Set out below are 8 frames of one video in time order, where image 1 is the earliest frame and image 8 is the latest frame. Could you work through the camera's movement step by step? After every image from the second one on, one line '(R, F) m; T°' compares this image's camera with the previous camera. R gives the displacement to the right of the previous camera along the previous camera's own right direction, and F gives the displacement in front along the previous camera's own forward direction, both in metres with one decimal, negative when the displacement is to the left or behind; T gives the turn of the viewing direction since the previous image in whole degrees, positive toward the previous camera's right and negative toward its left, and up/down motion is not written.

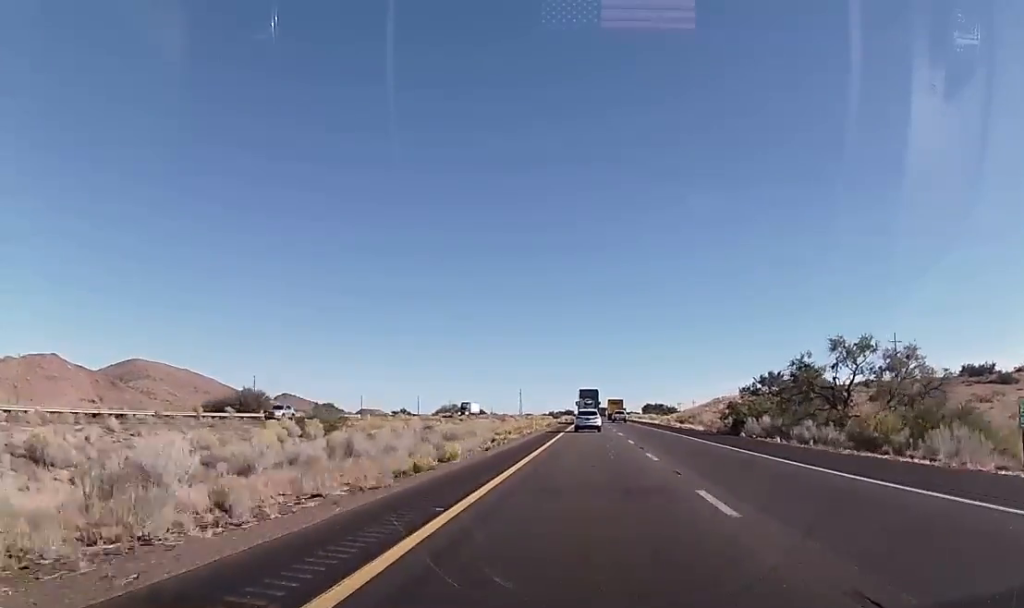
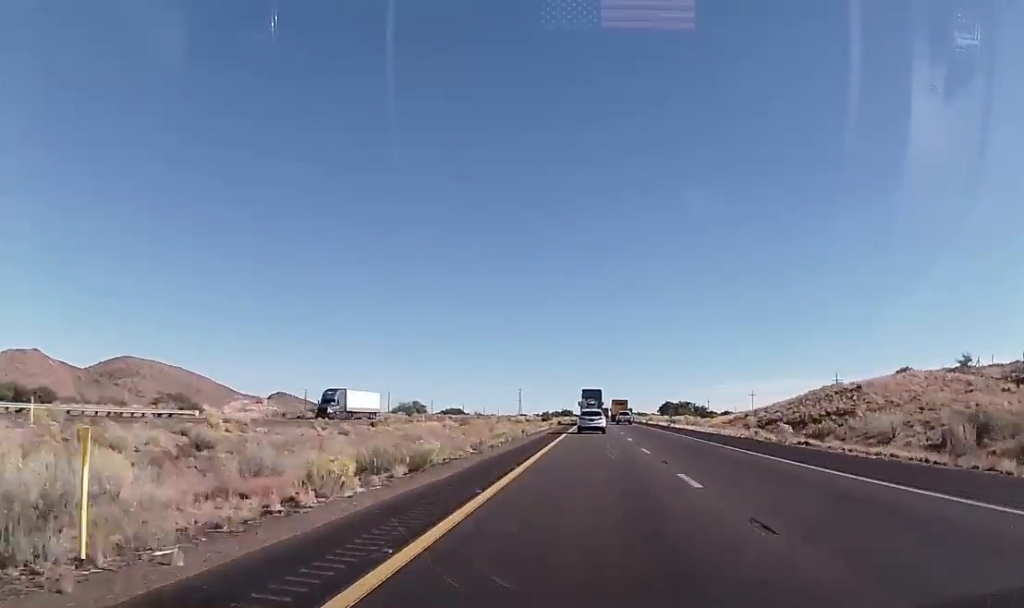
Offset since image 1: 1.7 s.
(-0.2, +57.7) m; 0°
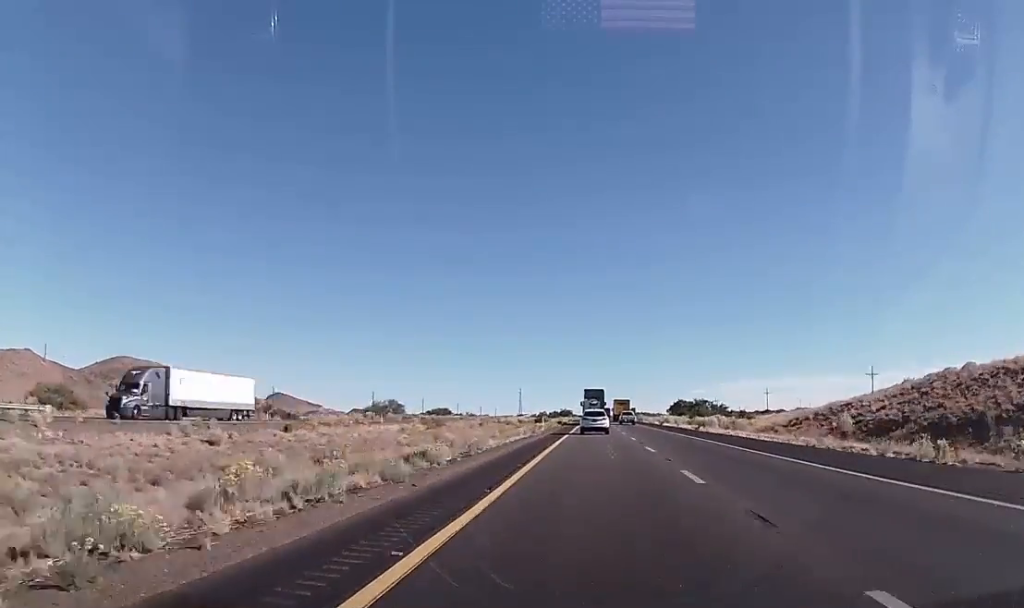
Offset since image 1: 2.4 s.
(+0.1, +24.2) m; 0°
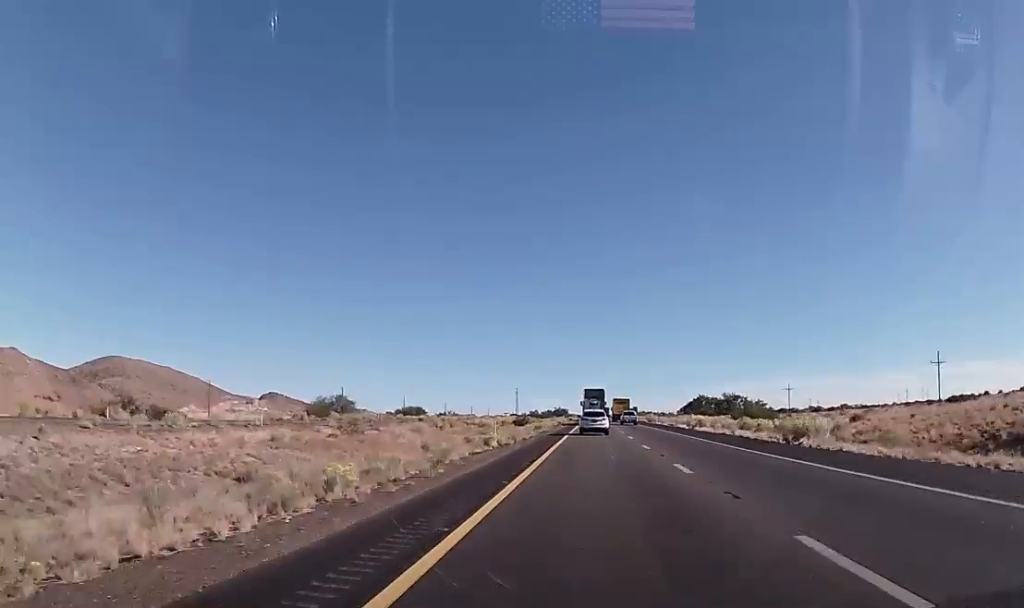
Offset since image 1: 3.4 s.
(-0.2, +34.4) m; -1°
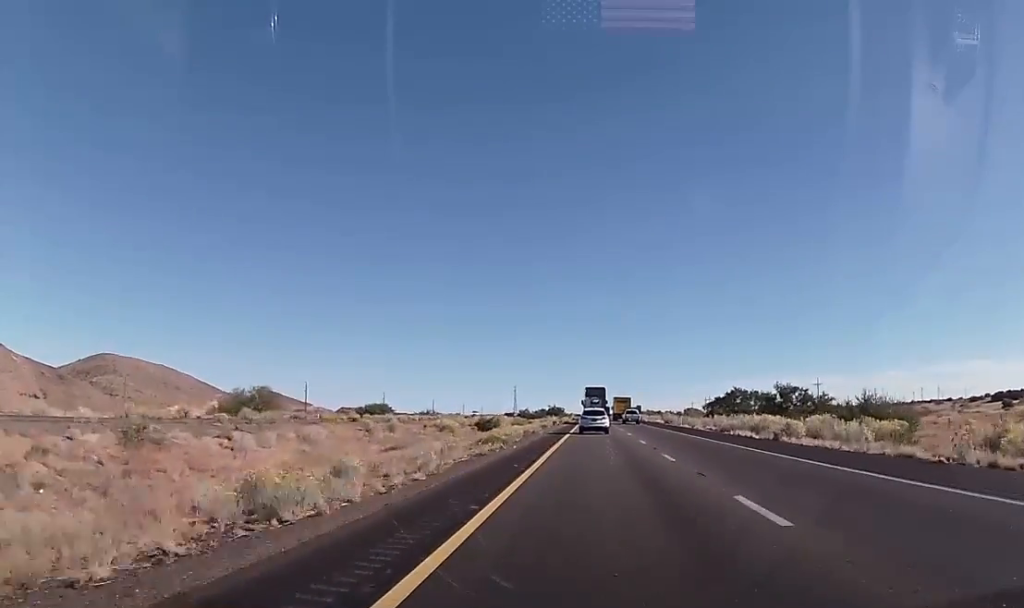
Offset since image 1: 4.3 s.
(-0.2, +33.1) m; +1°
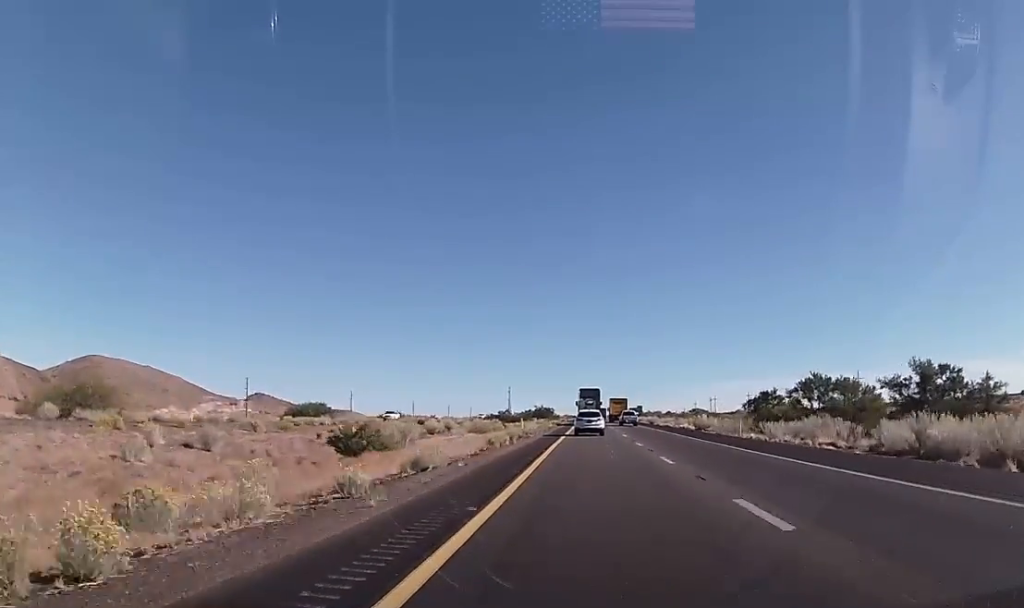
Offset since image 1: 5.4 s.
(+0.6, +37.7) m; 0°
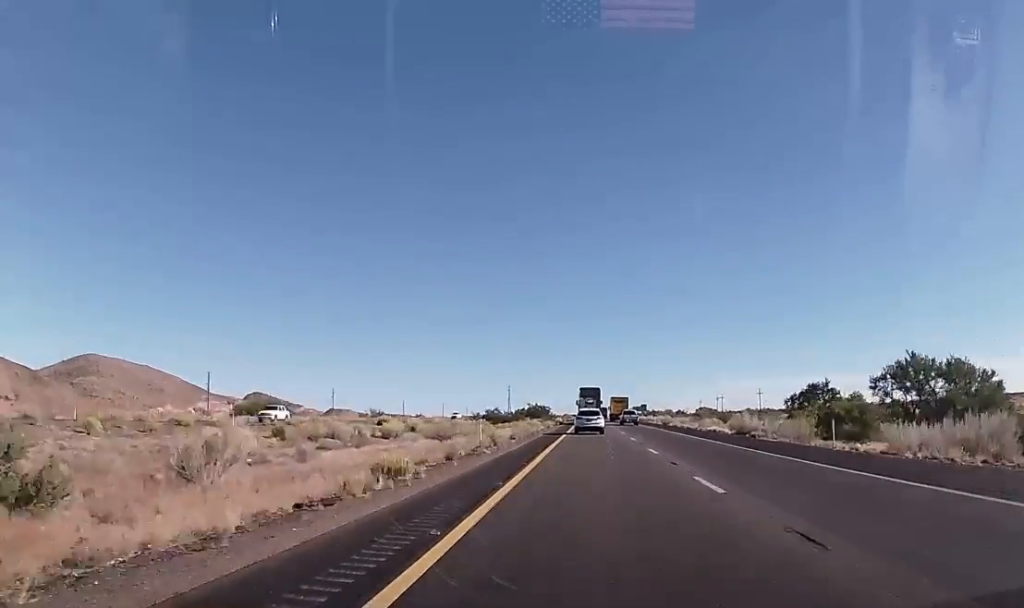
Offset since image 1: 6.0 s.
(-0.2, +20.5) m; -1°
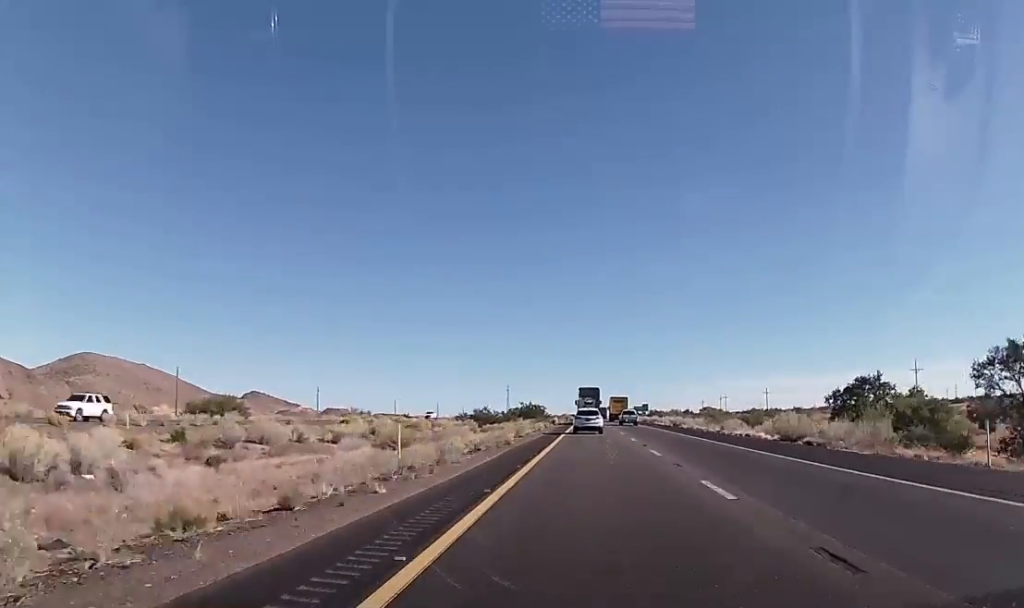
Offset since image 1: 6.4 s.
(0.0, +13.6) m; 0°
